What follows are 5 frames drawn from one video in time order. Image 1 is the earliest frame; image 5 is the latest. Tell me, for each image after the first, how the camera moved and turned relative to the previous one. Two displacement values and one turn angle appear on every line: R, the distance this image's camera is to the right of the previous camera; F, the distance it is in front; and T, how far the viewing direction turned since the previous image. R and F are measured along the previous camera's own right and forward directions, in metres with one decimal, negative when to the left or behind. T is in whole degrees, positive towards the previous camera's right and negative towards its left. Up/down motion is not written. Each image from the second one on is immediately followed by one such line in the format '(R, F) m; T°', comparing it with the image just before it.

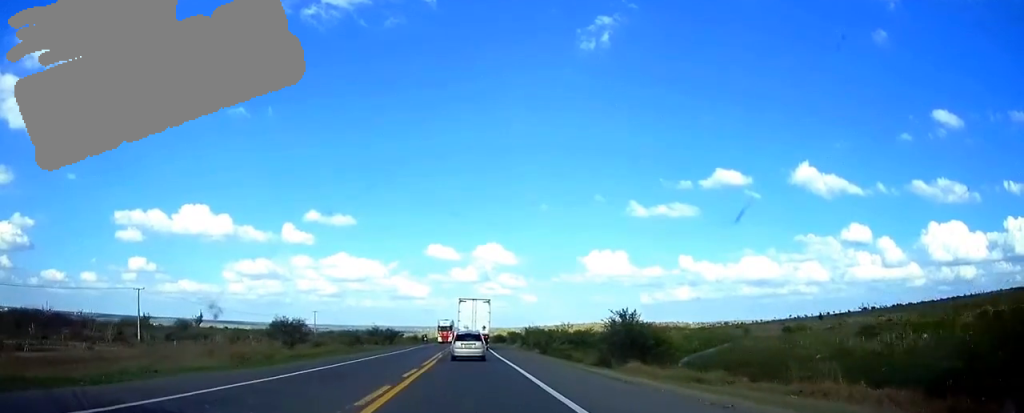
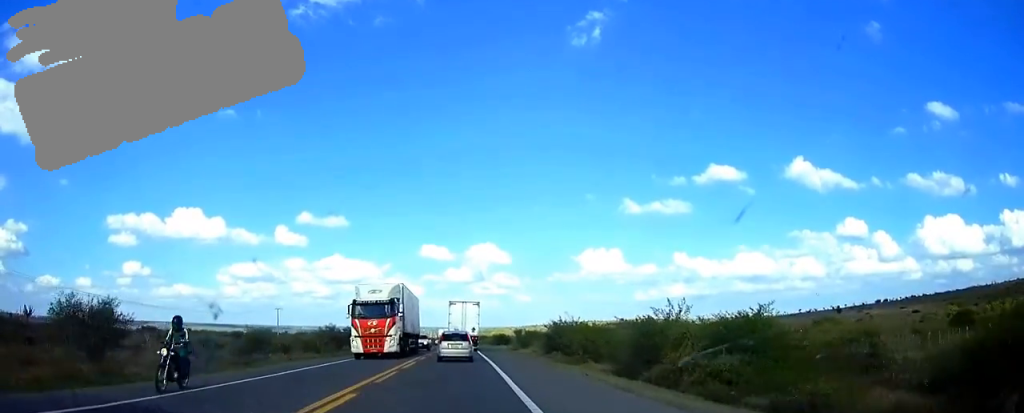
(+0.3, +43.7) m; 0°
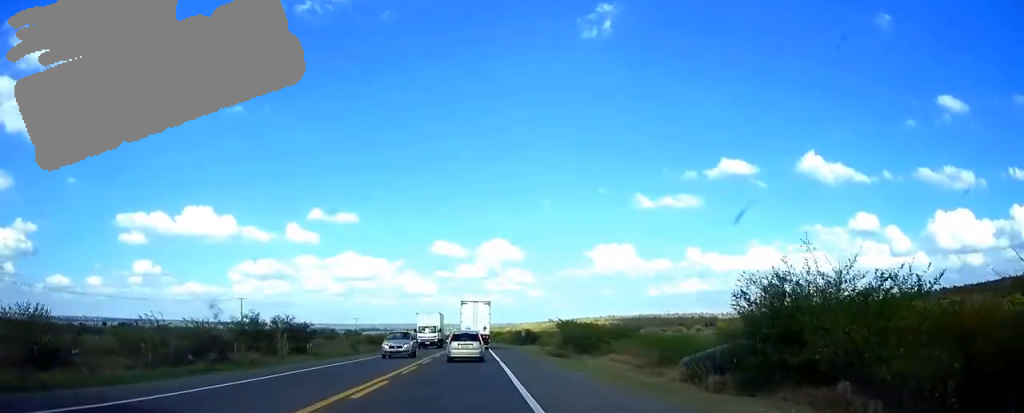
(-0.4, +45.1) m; -1°
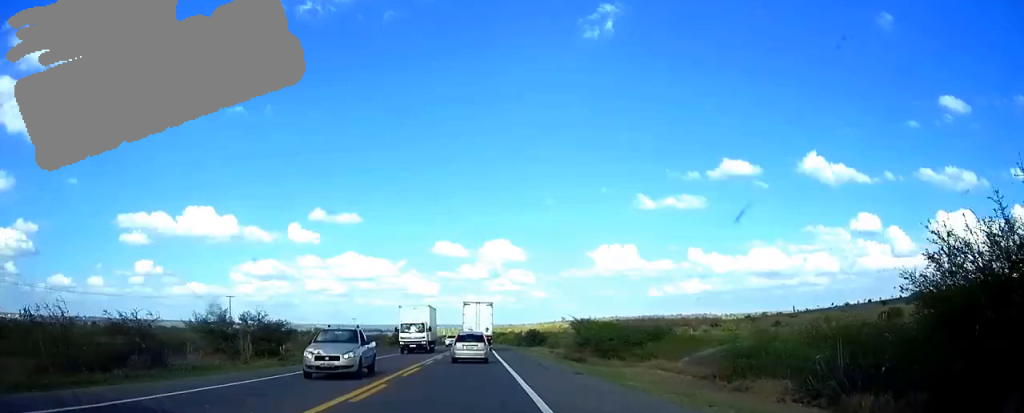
(0.0, +9.5) m; 0°
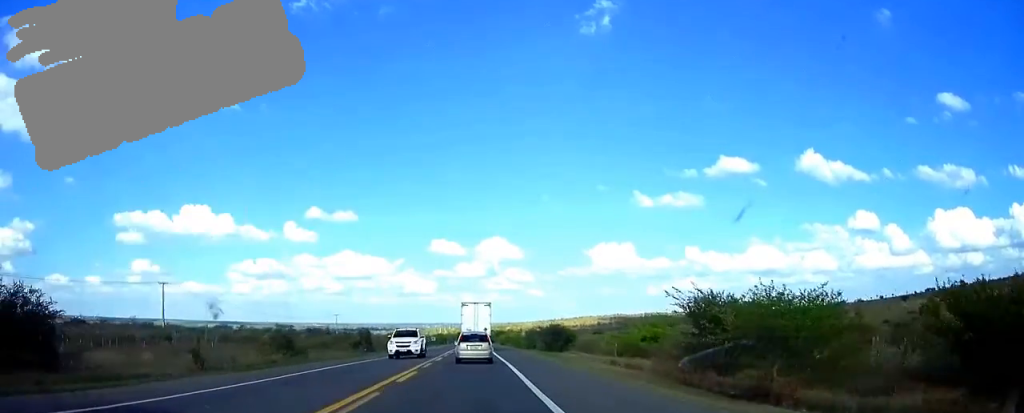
(+0.1, +35.3) m; 0°
